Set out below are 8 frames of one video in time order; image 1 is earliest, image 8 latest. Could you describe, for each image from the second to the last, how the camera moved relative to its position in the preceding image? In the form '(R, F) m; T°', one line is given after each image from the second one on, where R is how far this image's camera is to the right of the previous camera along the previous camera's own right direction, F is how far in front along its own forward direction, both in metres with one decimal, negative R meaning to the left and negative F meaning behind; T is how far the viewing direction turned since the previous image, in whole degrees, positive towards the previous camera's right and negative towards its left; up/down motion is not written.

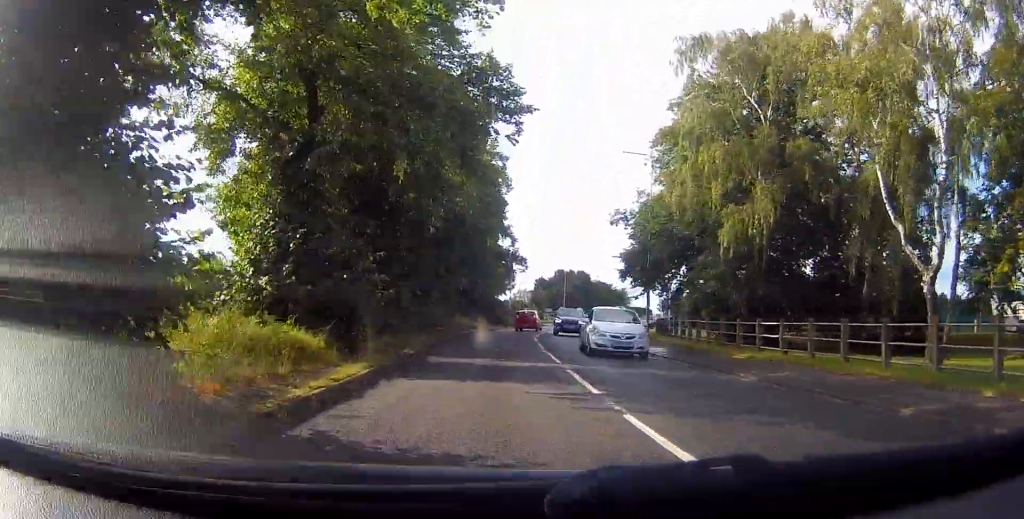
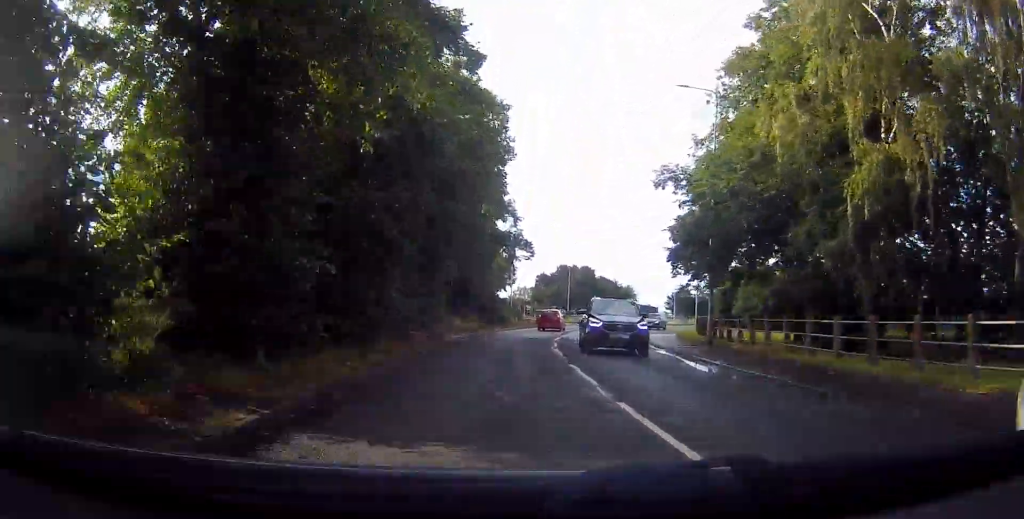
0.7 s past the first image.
(+0.2, +10.5) m; +1°
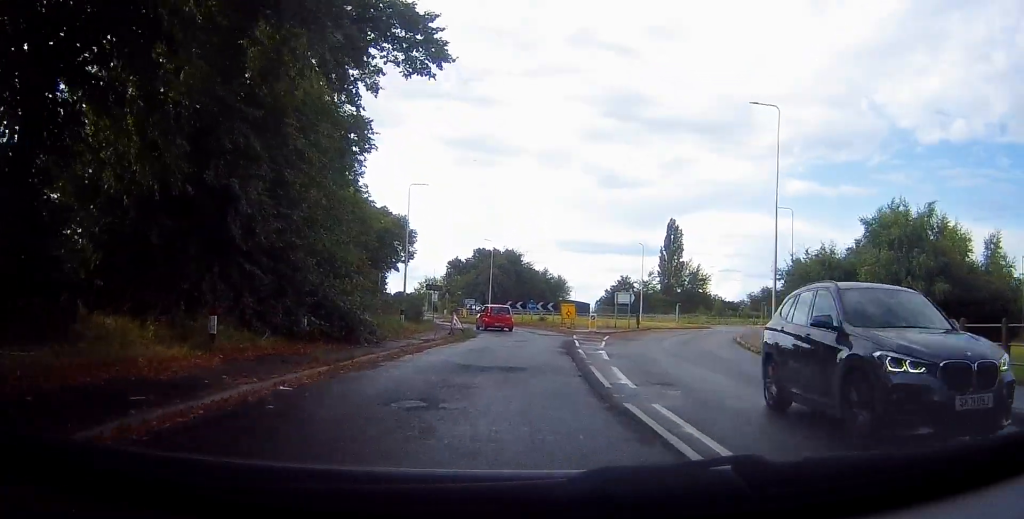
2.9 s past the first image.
(+1.9, +33.5) m; +7°
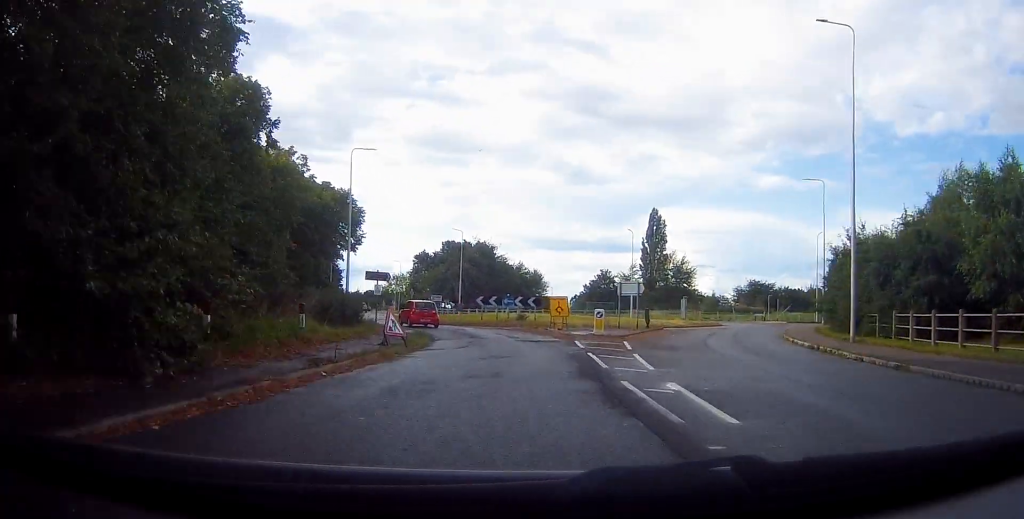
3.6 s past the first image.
(+0.2, +10.1) m; -1°
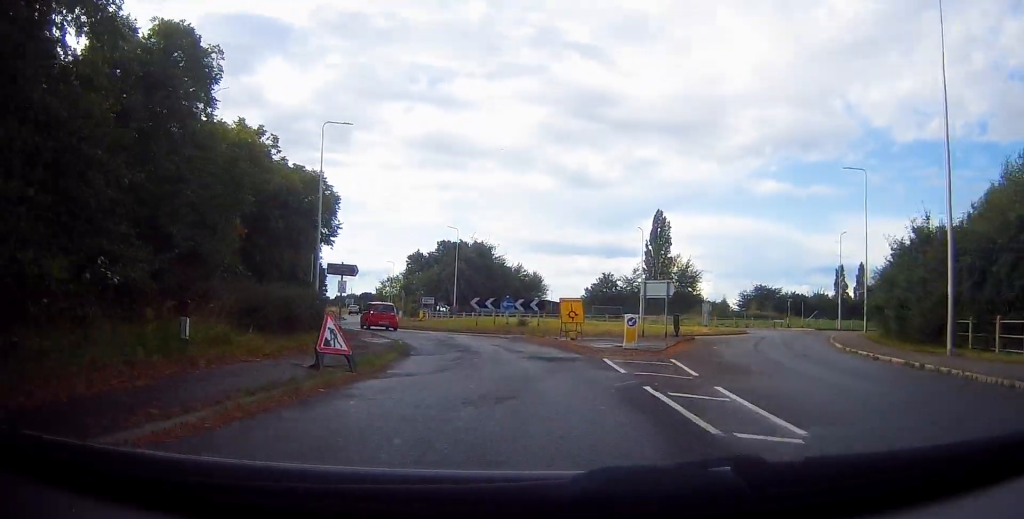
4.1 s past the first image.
(0.0, +6.1) m; -2°
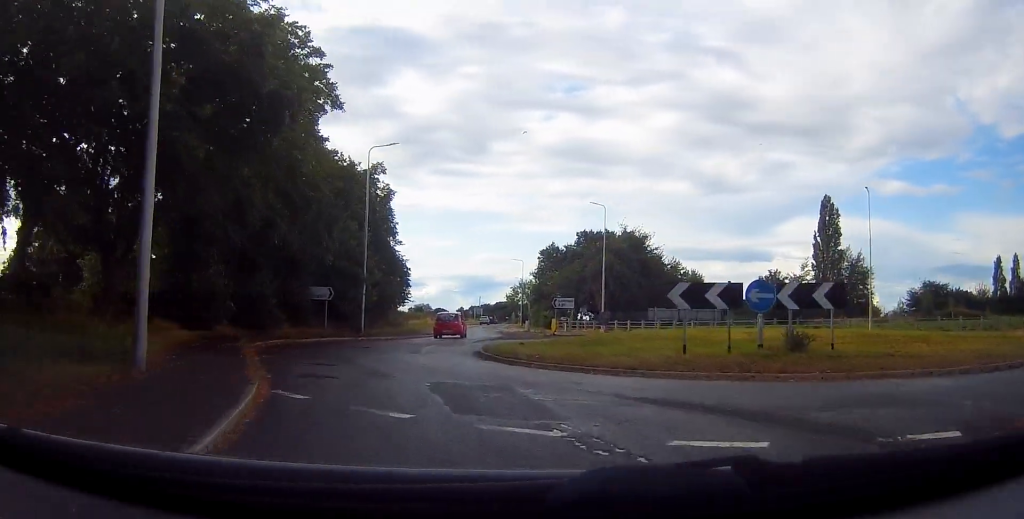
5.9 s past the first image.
(-2.1, +23.9) m; -10°
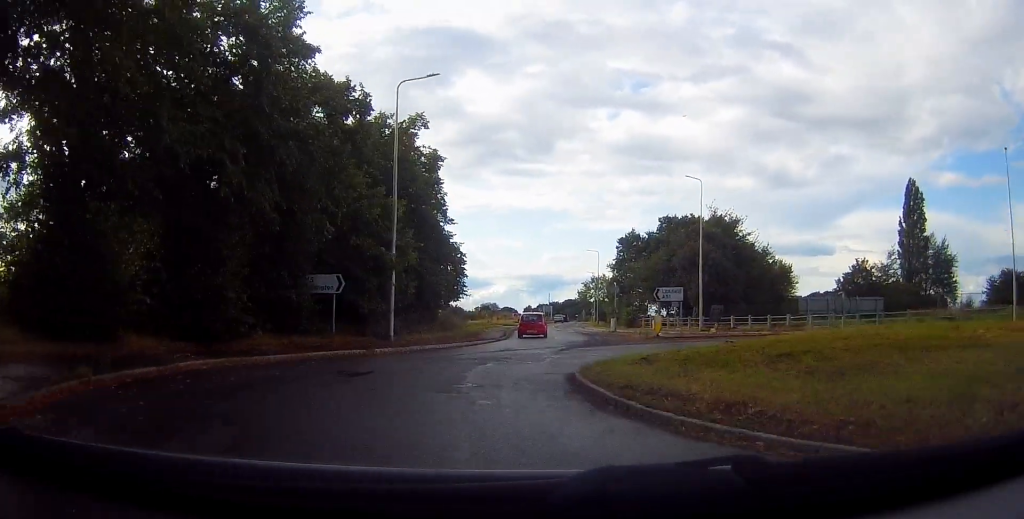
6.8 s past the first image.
(-0.4, +10.8) m; -2°
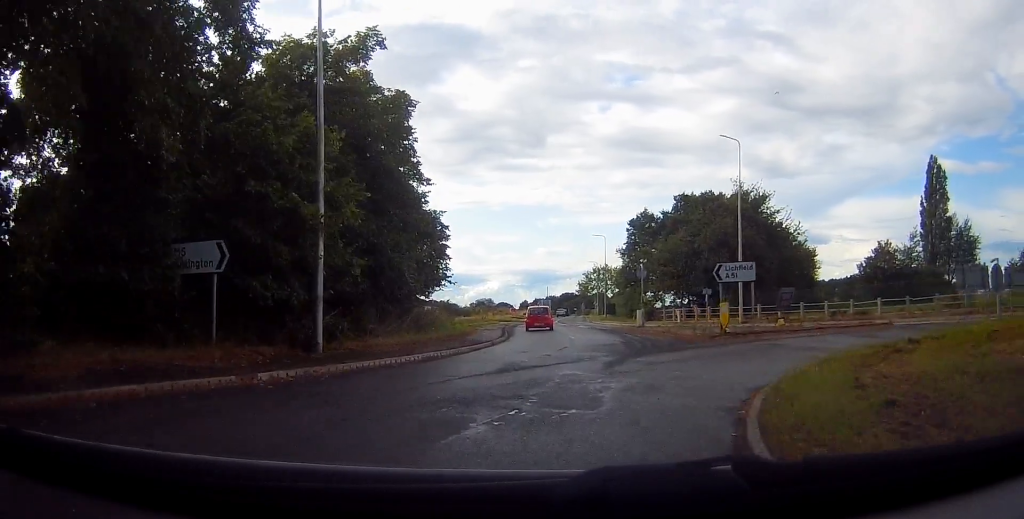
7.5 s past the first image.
(-0.2, +9.8) m; 0°
